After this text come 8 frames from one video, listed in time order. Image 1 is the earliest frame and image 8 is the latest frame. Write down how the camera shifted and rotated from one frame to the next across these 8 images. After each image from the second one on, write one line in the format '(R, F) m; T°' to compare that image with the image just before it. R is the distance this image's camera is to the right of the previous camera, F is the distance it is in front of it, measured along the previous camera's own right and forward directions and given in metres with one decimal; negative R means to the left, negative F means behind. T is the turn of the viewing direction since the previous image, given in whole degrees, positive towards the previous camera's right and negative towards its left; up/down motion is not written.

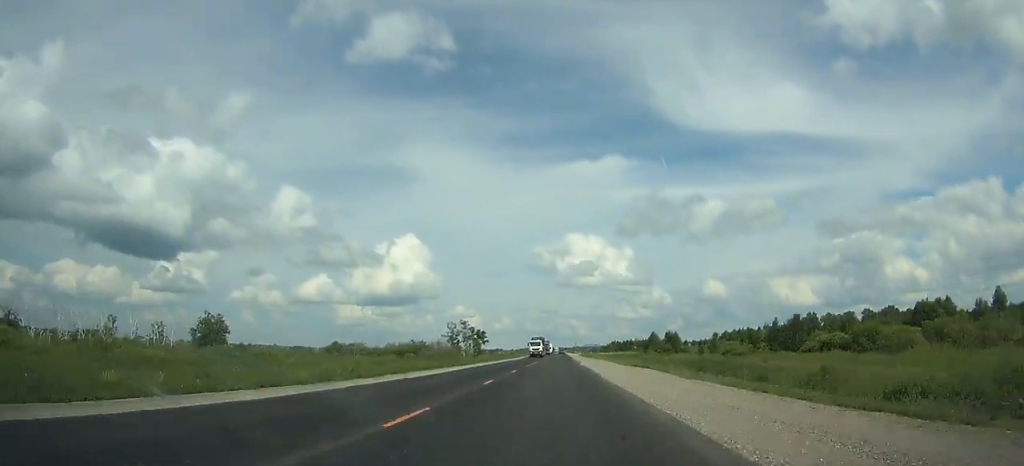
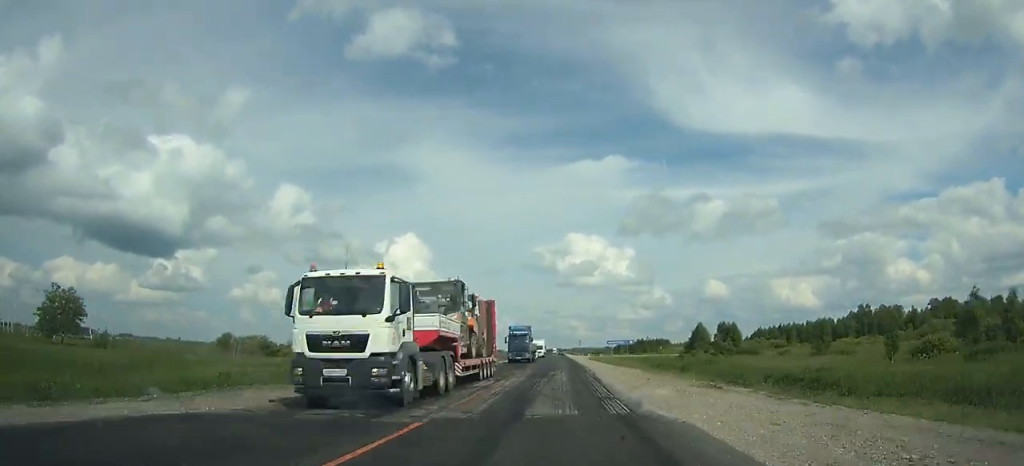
(-0.1, +58.5) m; 0°
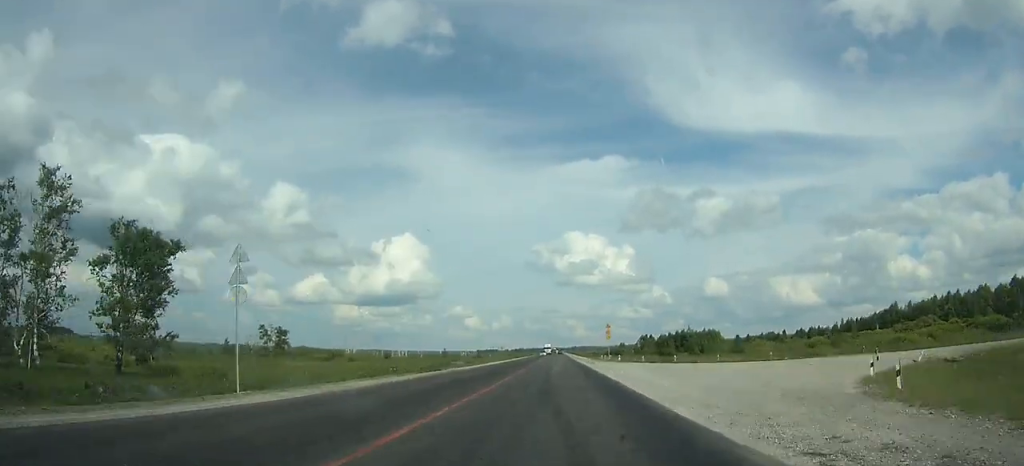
(+0.1, +121.0) m; 0°
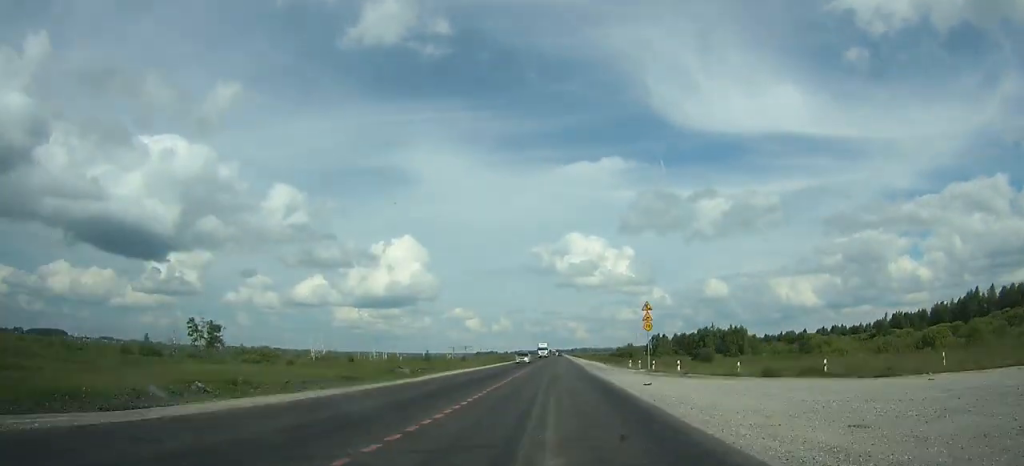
(0.0, +36.9) m; 0°
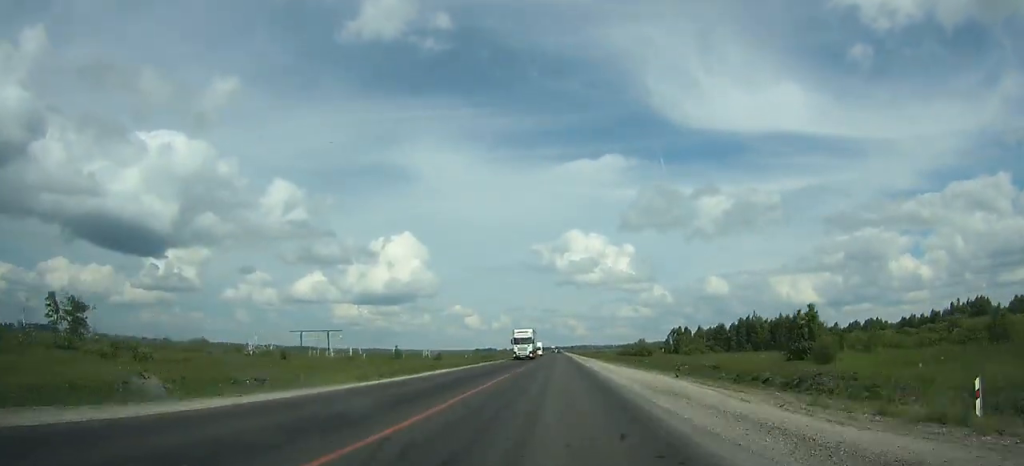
(0.0, +49.5) m; 0°
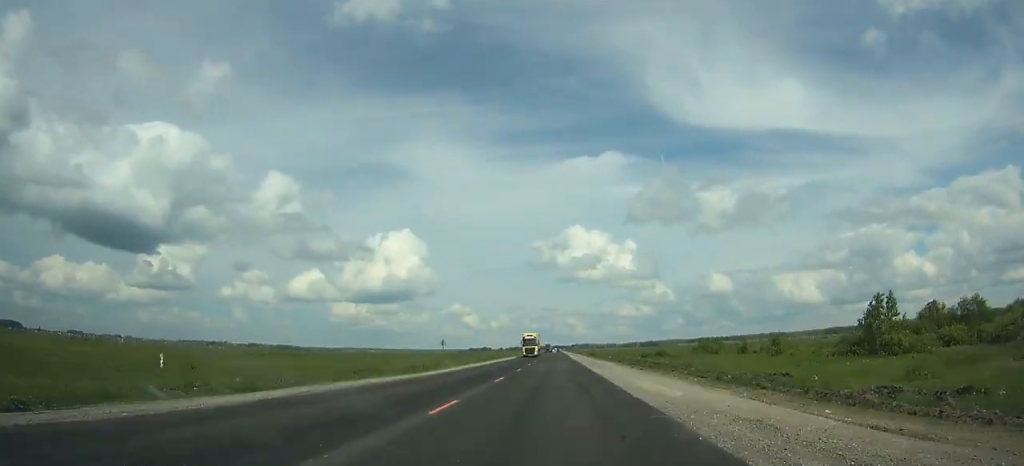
(0.0, +205.4) m; 0°
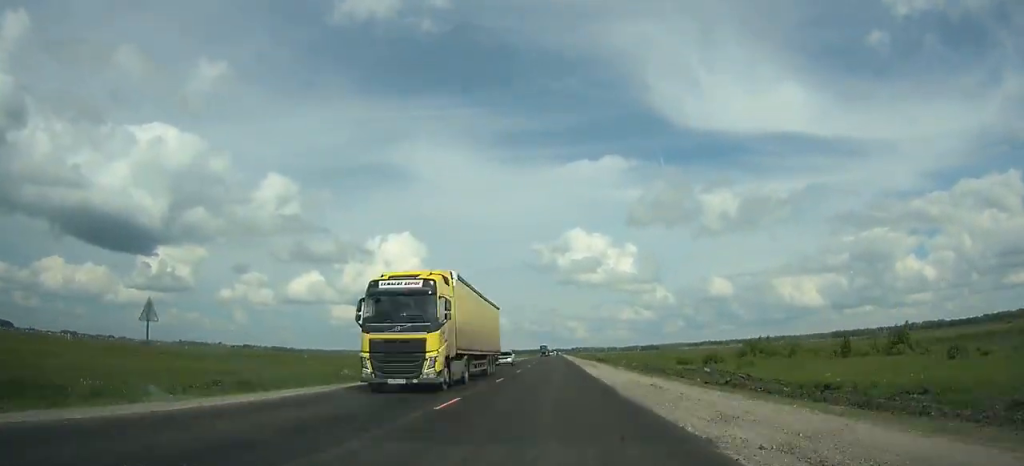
(0.0, +45.3) m; 0°
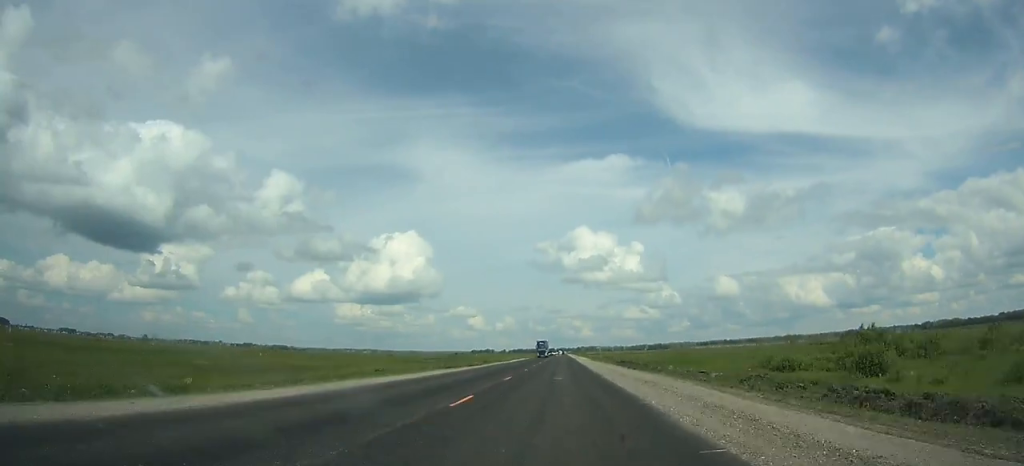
(0.0, +45.5) m; 0°
